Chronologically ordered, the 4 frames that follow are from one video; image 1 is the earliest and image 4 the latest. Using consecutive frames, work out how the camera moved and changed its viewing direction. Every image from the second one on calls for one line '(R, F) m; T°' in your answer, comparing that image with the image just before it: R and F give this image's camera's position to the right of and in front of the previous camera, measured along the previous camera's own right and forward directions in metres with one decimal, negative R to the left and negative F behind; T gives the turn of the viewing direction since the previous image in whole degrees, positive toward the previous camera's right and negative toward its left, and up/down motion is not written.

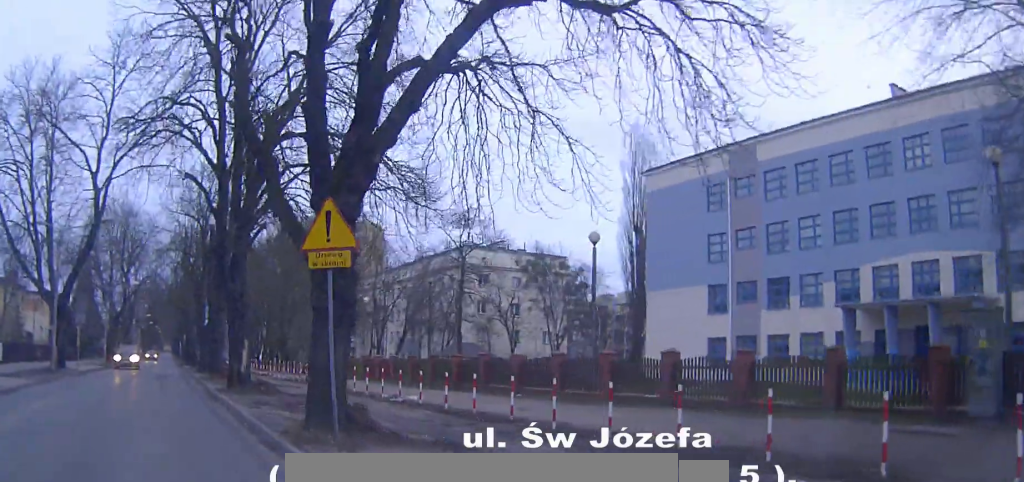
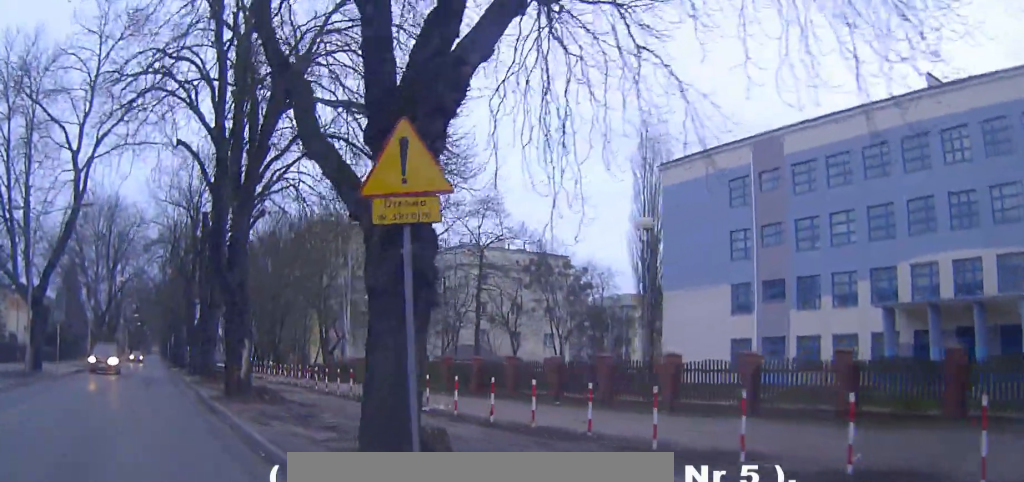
(+0.2, +3.5) m; +4°
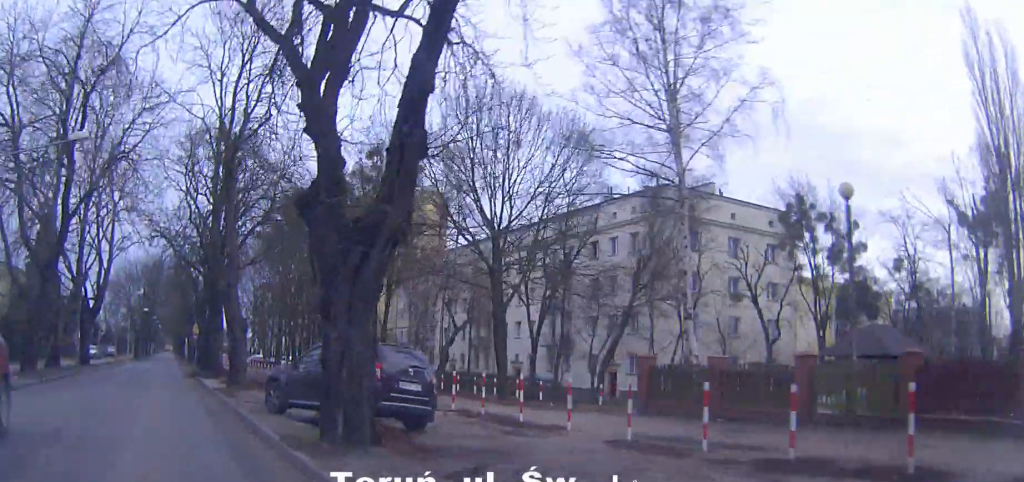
(-0.4, +32.5) m; -2°
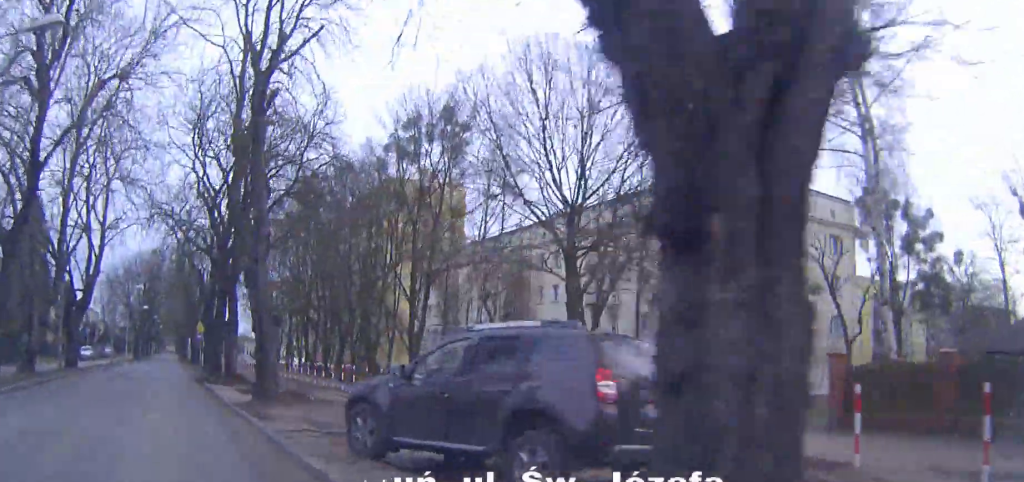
(0.0, +6.9) m; 0°
